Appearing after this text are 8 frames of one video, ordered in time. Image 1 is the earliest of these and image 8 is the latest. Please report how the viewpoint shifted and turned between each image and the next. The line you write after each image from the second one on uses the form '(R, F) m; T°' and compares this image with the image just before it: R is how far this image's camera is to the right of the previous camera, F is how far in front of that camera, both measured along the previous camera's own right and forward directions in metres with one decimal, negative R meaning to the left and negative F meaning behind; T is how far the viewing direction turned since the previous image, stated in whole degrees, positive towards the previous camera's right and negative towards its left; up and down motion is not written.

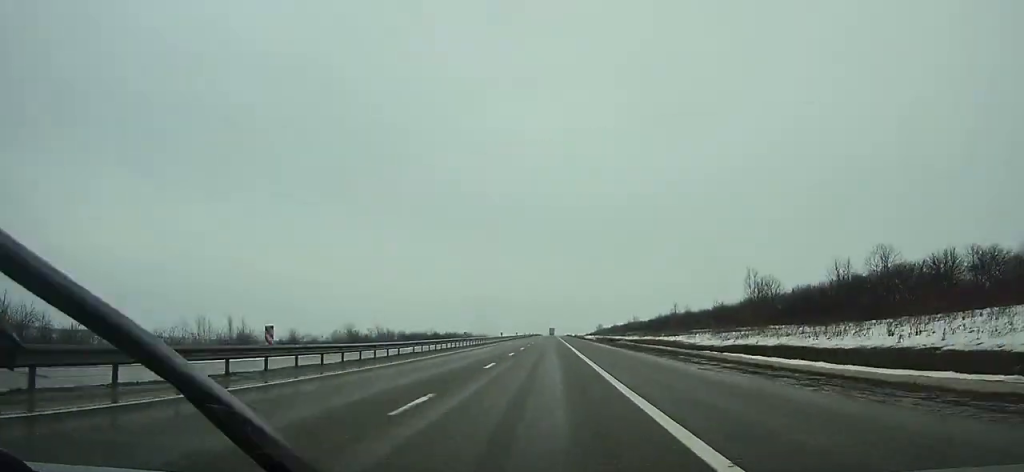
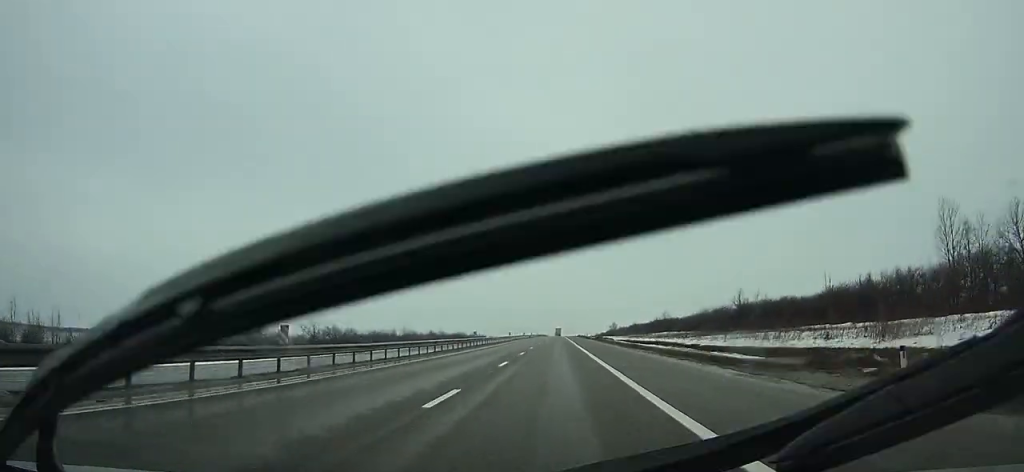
(-0.1, +71.2) m; 0°
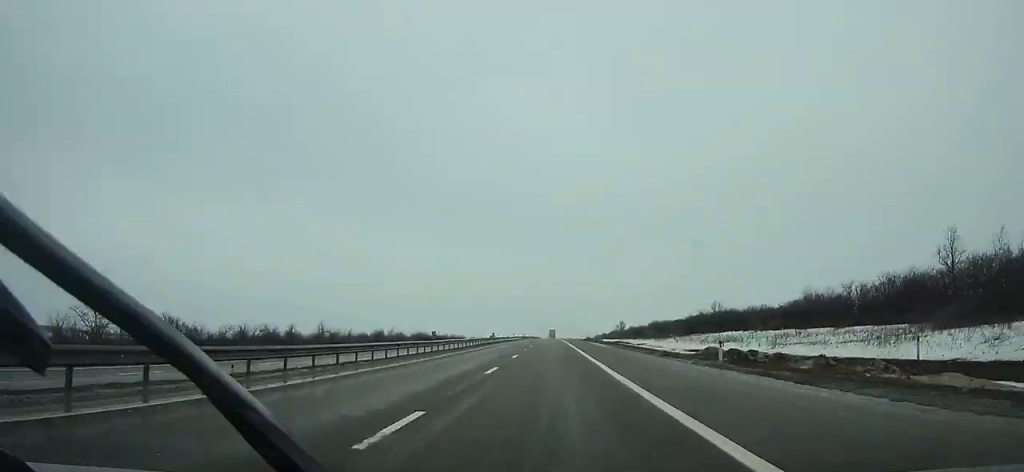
(+0.1, +87.3) m; 0°
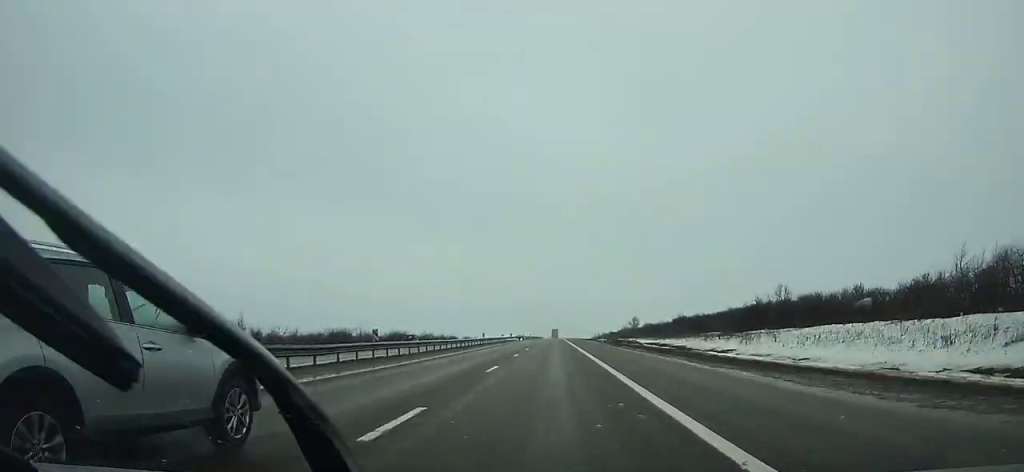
(+0.1, +47.8) m; 0°
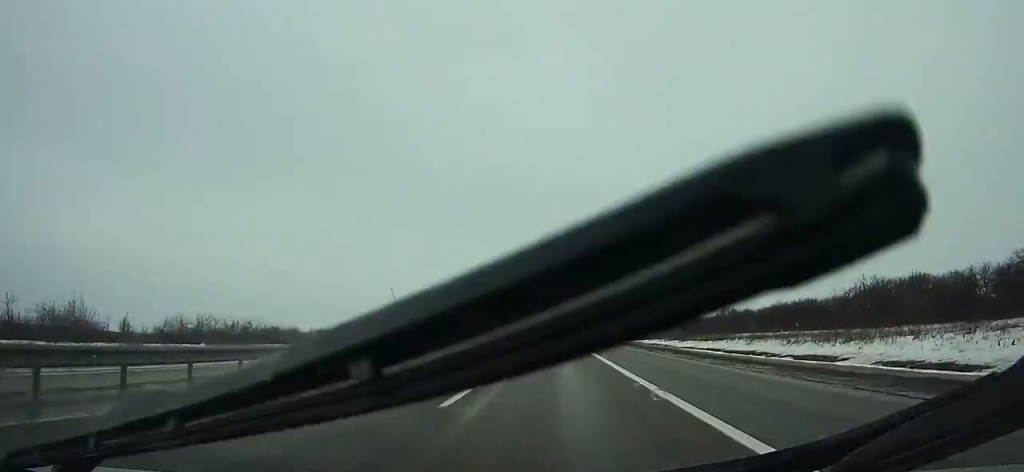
(0.0, +130.7) m; 0°
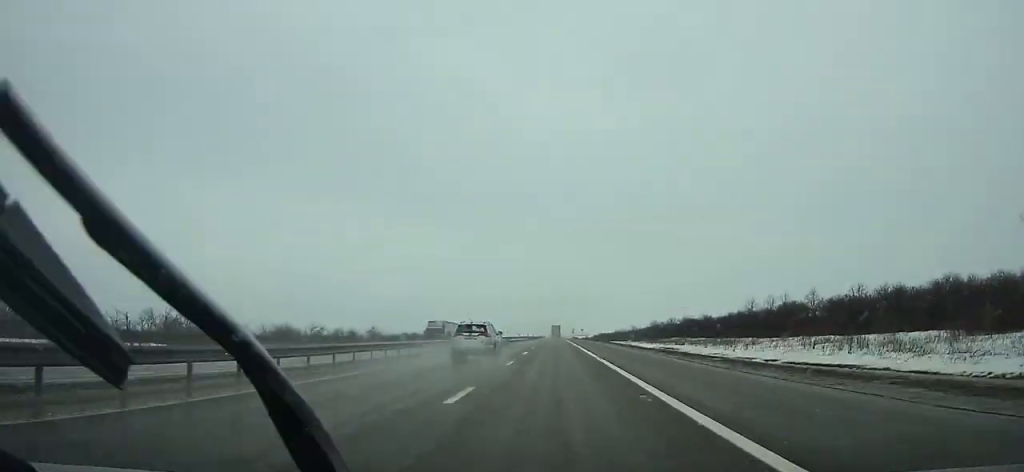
(+0.1, +143.1) m; 0°
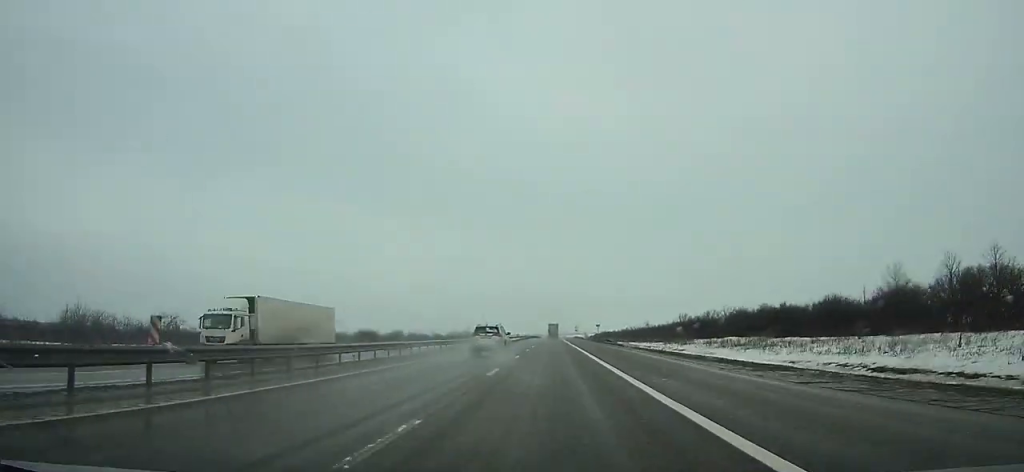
(0.0, +65.4) m; 0°
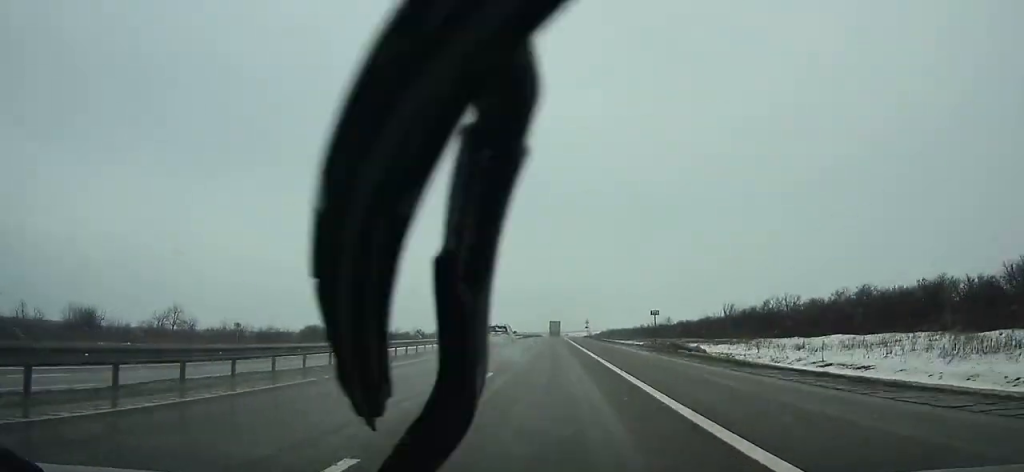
(0.0, +51.9) m; 0°
